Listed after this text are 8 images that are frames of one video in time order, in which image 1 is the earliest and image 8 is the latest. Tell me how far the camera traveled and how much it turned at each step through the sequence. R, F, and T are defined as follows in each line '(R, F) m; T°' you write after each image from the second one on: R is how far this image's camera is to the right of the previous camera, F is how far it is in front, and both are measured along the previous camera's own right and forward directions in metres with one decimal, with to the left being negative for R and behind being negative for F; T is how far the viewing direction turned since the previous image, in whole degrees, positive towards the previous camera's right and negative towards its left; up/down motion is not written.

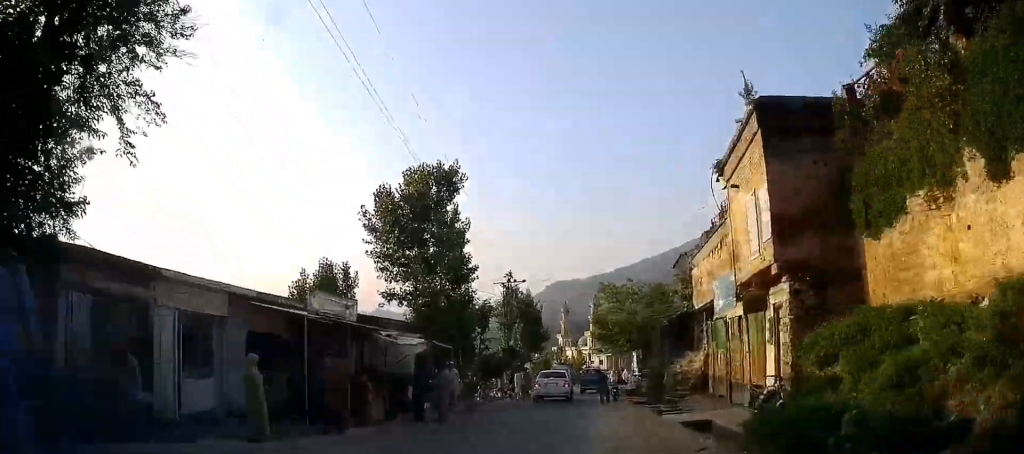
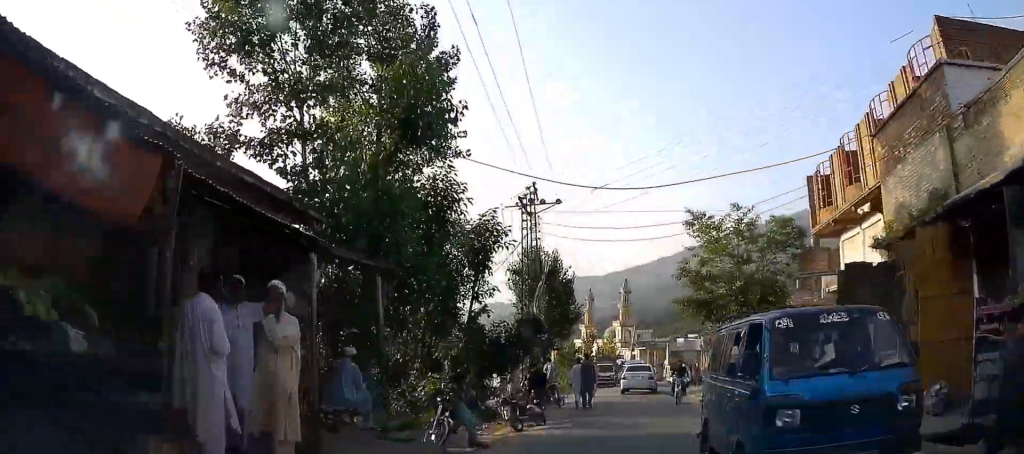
(+0.5, +19.5) m; +2°
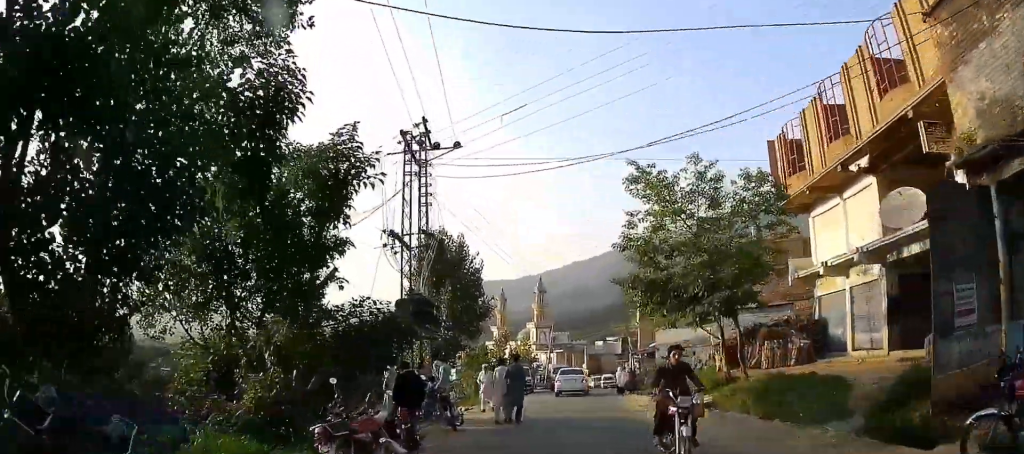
(0.0, +7.0) m; +4°
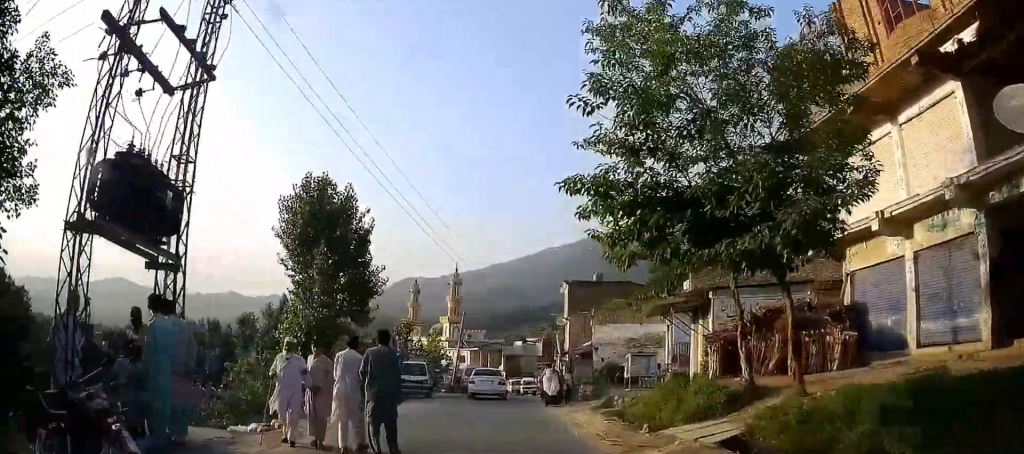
(+0.6, +9.2) m; +7°
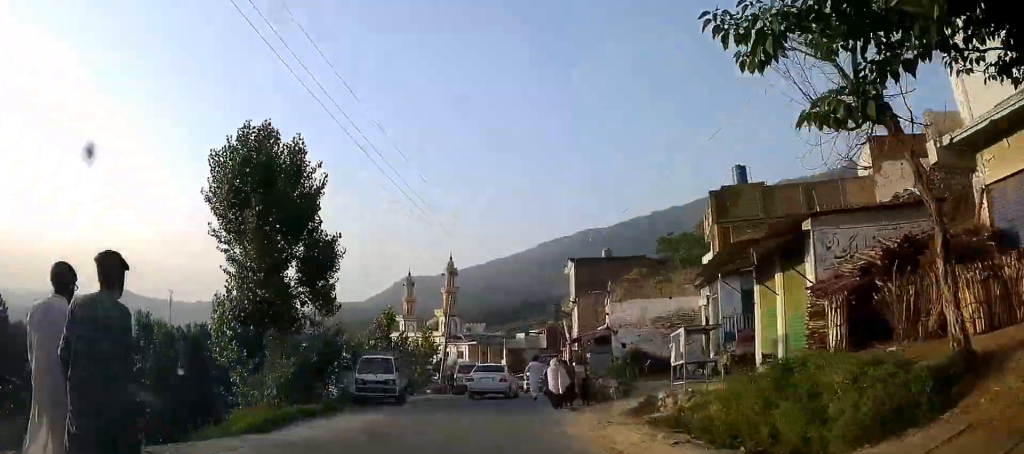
(+0.3, +6.3) m; +2°
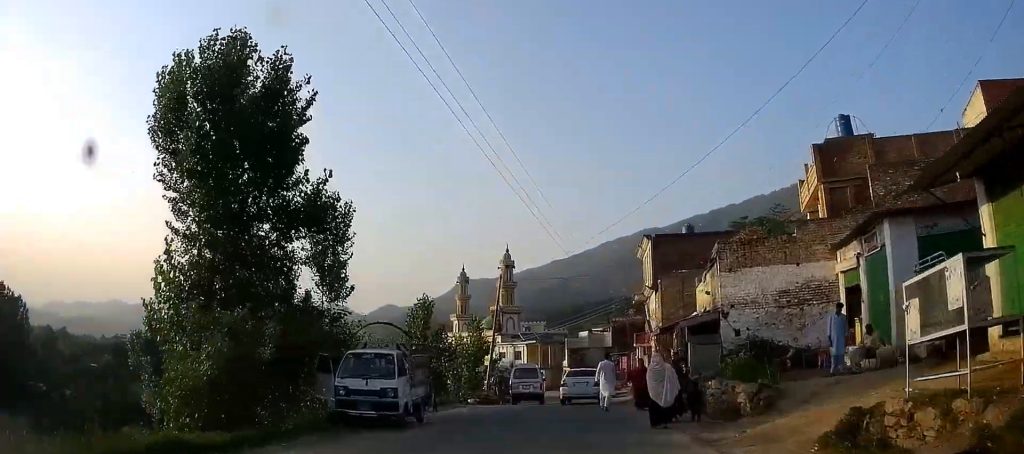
(+0.3, +7.4) m; -2°
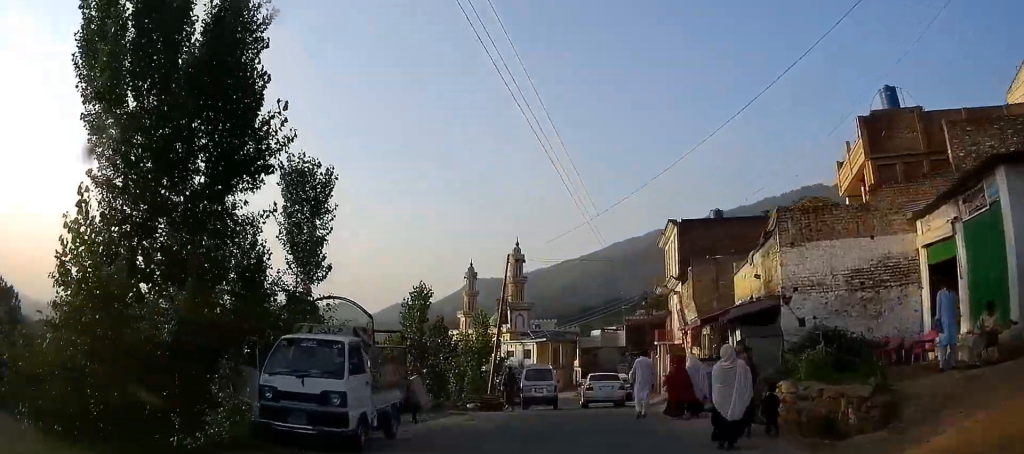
(-0.4, +4.1) m; 0°
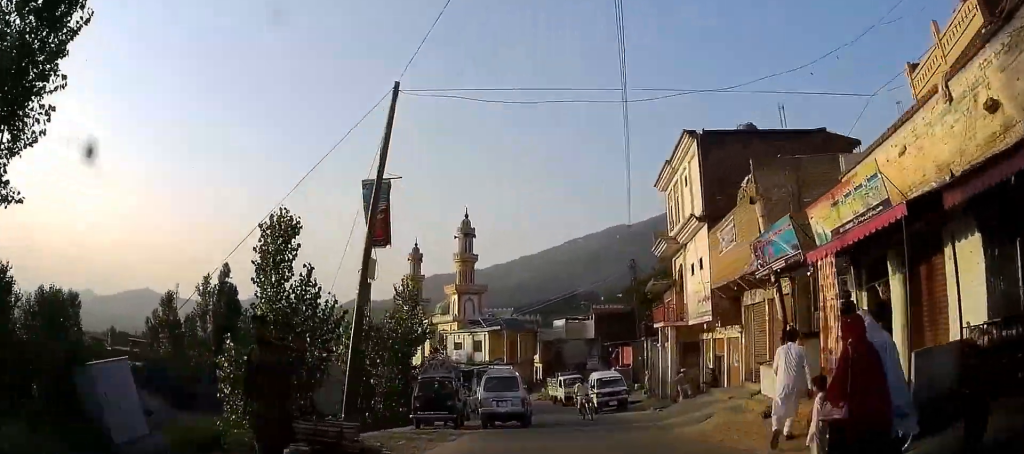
(+0.6, +13.5) m; +1°
